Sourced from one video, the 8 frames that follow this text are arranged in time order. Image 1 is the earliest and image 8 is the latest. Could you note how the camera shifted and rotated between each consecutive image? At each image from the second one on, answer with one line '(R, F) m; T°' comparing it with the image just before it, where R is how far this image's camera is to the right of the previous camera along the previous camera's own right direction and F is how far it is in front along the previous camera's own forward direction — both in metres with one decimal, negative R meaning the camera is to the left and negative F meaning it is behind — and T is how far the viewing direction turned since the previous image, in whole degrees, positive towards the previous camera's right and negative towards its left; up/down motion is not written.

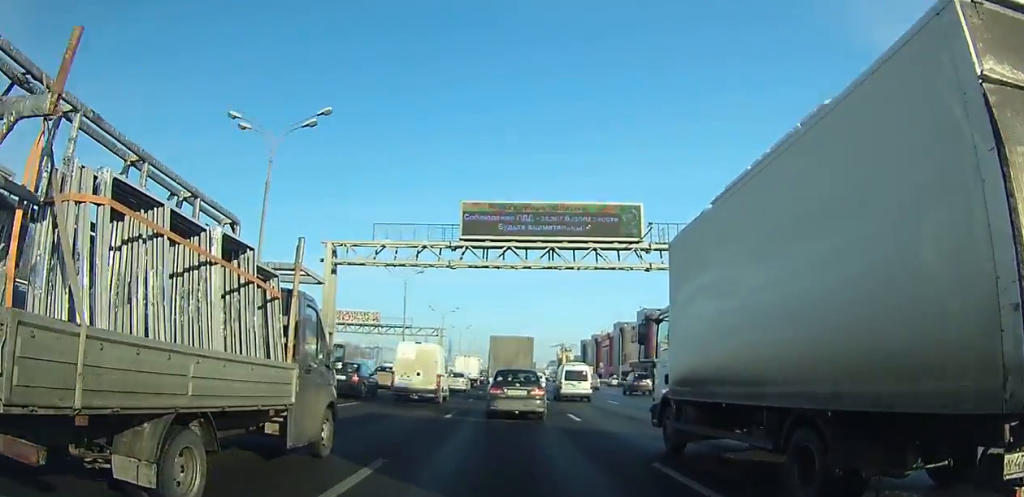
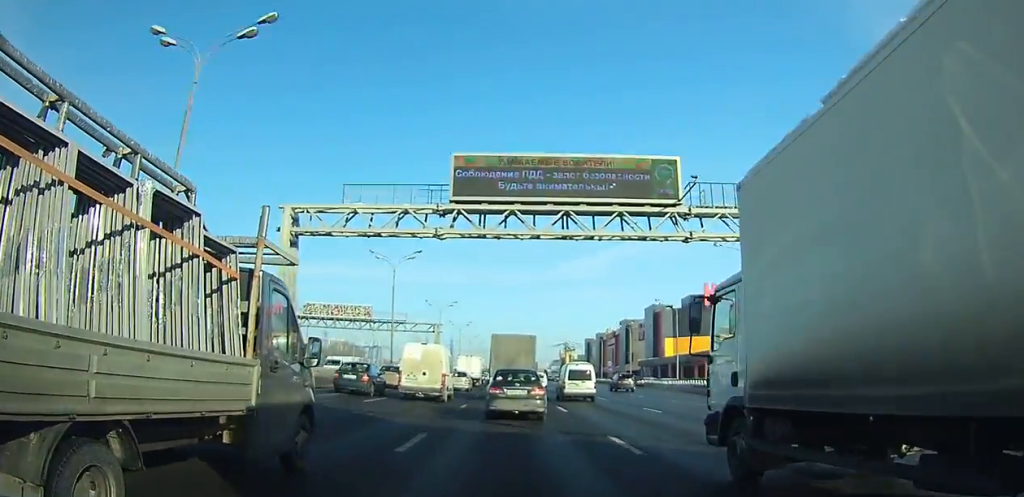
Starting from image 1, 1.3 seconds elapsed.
(0.0, +7.4) m; 0°
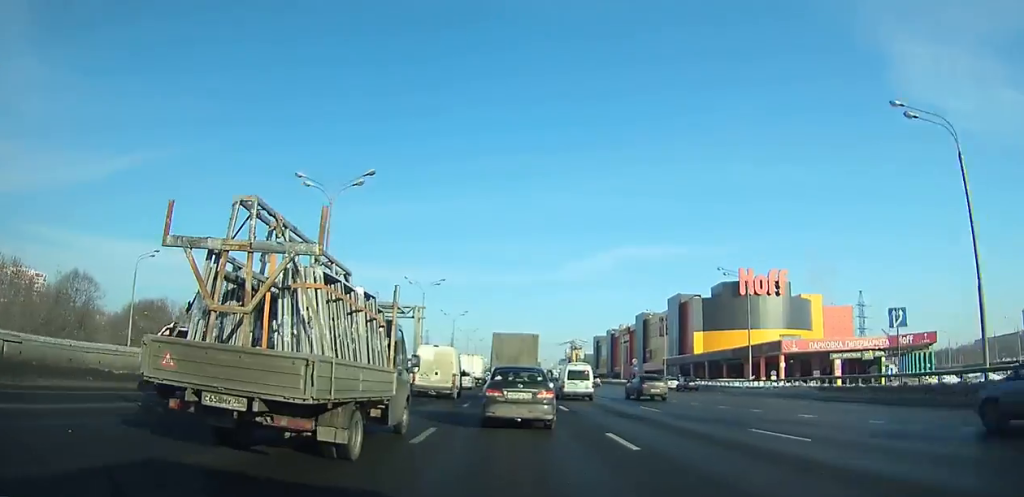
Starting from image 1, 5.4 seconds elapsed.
(0.0, +22.4) m; 0°
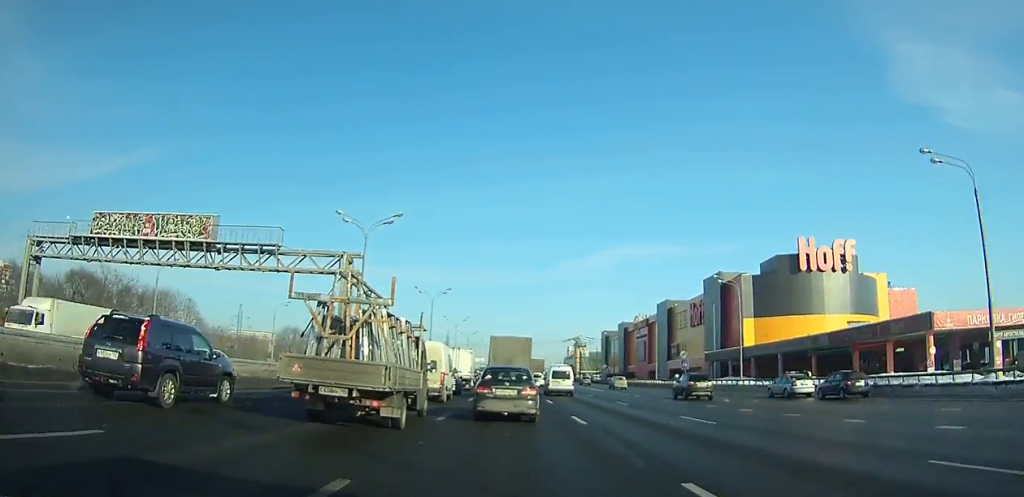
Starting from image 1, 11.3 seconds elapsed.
(0.0, +28.5) m; 0°
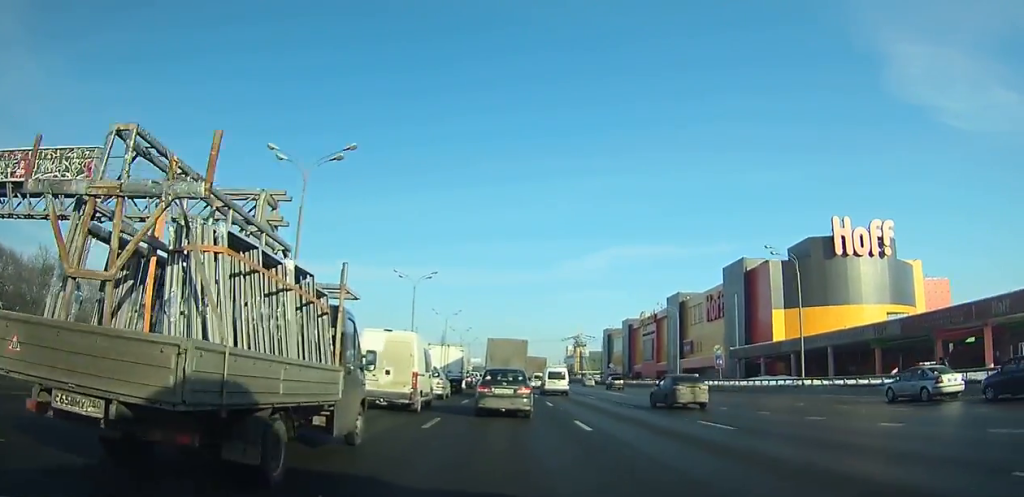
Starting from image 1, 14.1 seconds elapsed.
(0.0, +11.7) m; 0°
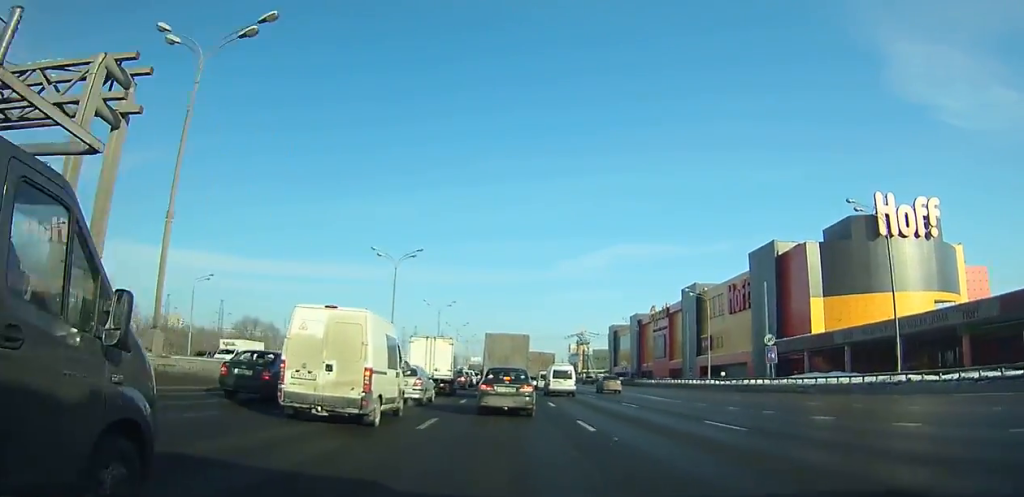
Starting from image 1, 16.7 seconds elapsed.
(0.0, +9.8) m; 0°
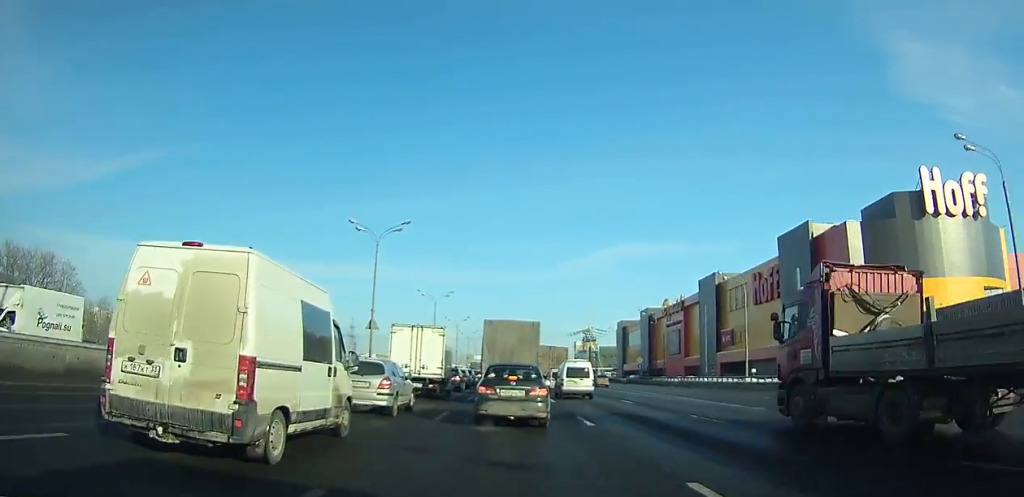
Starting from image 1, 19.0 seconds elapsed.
(0.0, +8.0) m; 0°
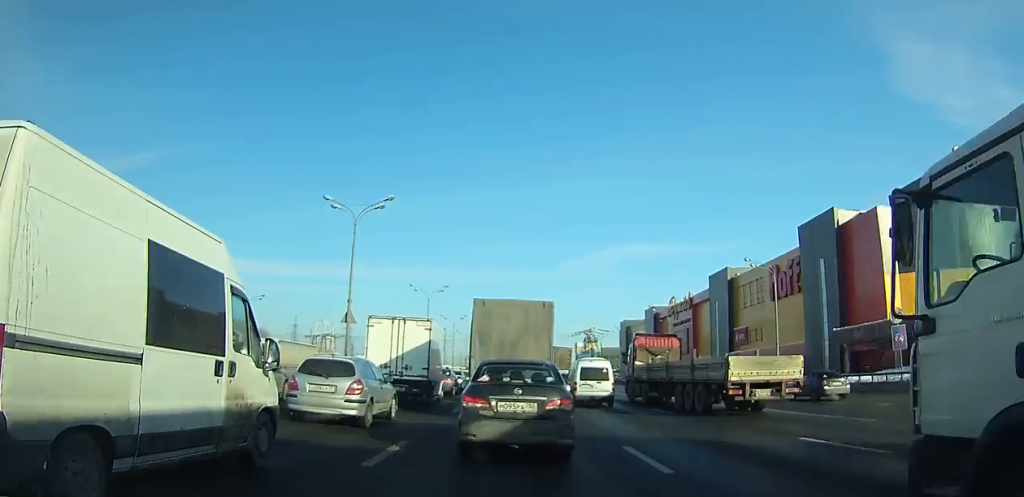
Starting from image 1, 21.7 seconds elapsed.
(0.0, +8.6) m; 0°
